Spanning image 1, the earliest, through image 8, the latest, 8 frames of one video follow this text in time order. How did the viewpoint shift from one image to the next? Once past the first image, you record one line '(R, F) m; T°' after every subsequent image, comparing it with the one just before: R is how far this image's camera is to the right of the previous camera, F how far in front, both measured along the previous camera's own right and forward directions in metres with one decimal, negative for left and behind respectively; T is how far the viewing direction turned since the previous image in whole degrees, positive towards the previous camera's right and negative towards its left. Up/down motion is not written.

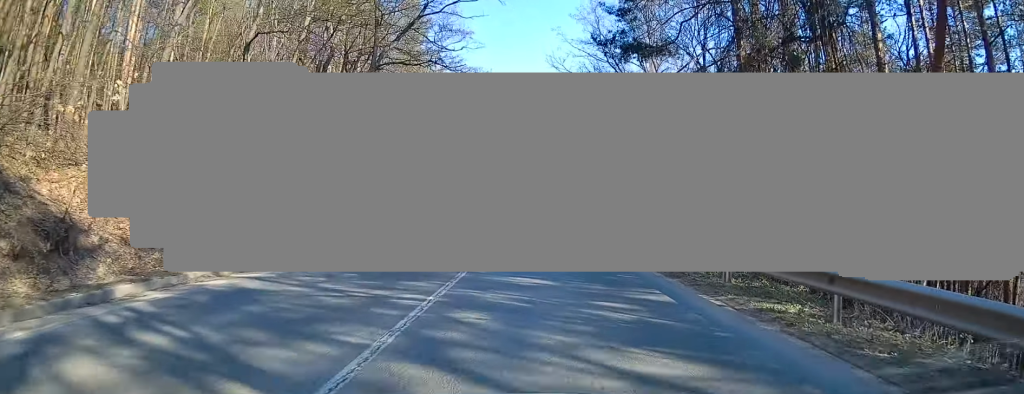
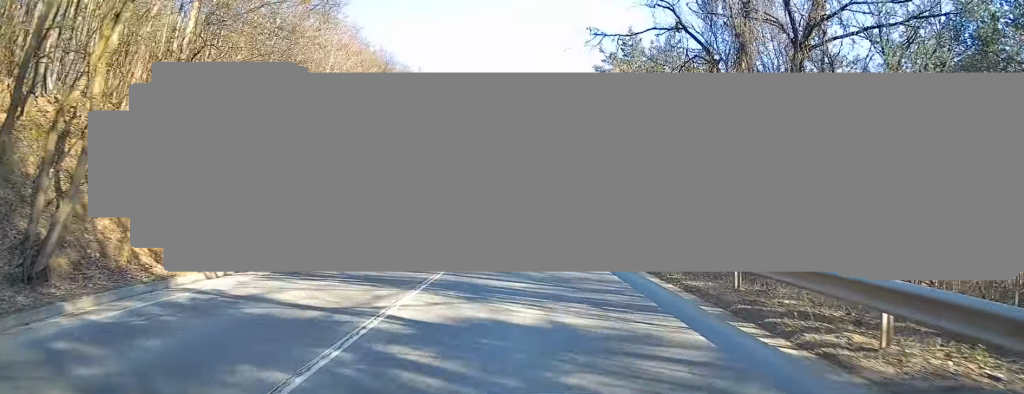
(-0.2, +29.8) m; -1°
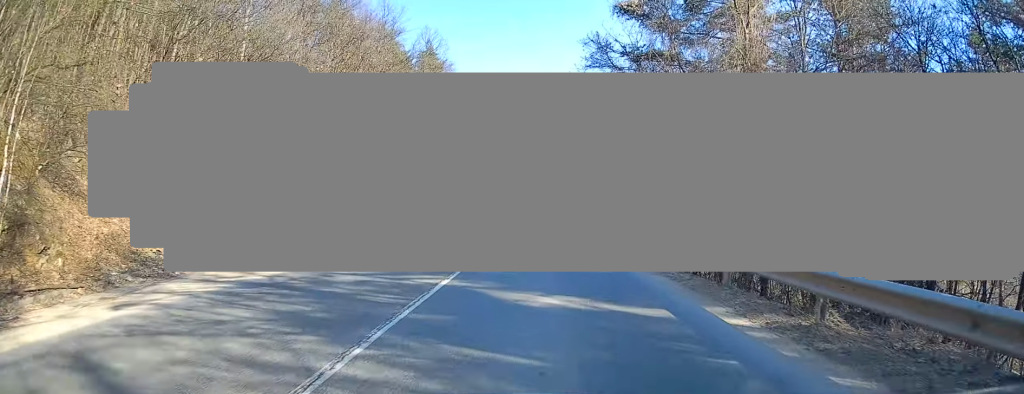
(+0.1, +21.2) m; 0°
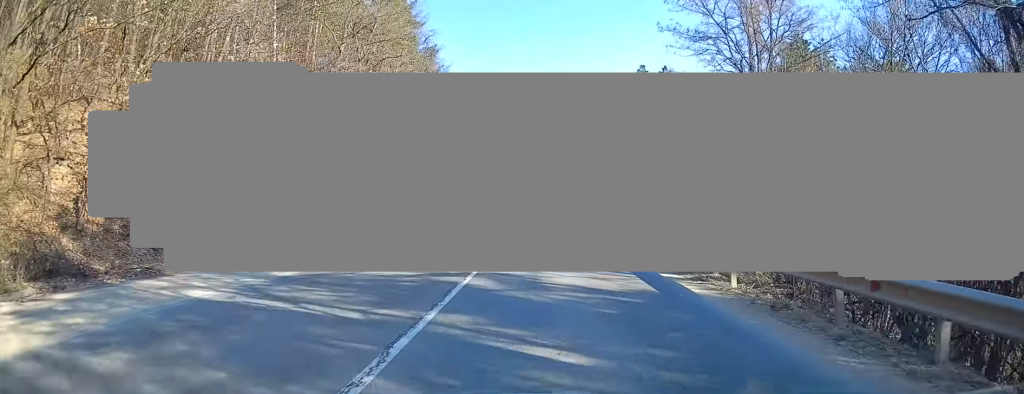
(-0.2, +20.6) m; 0°
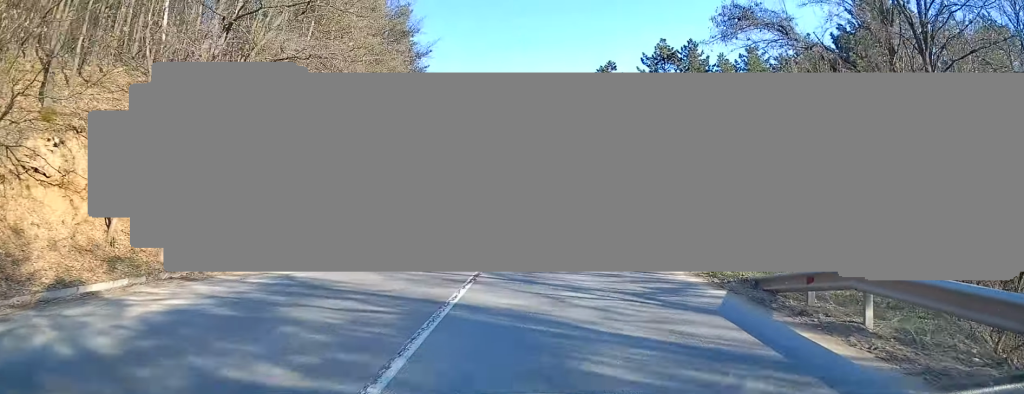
(+0.2, +11.7) m; +1°
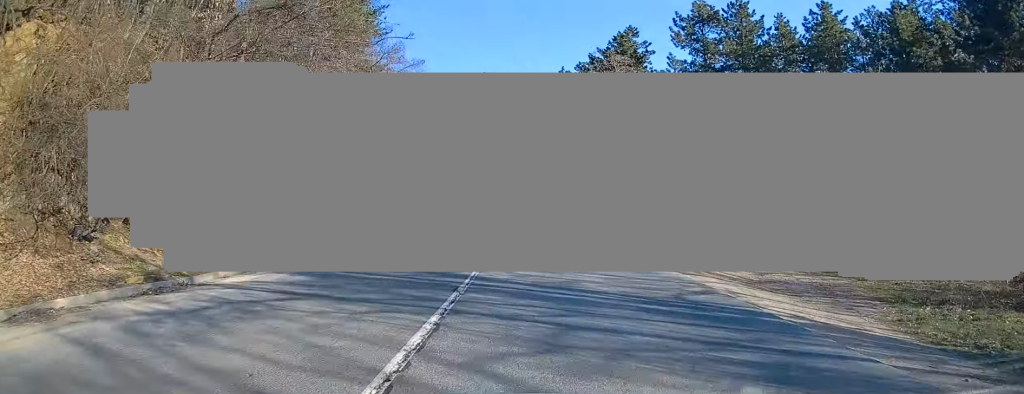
(0.0, +13.3) m; +1°
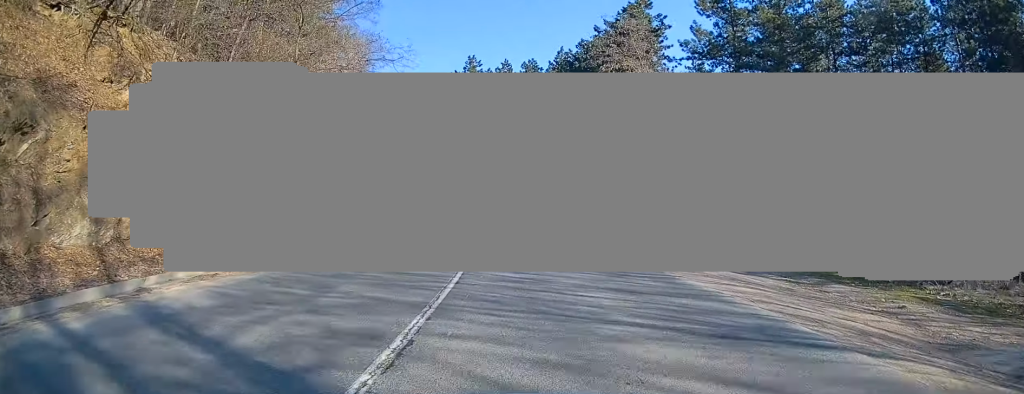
(0.0, +7.4) m; 0°
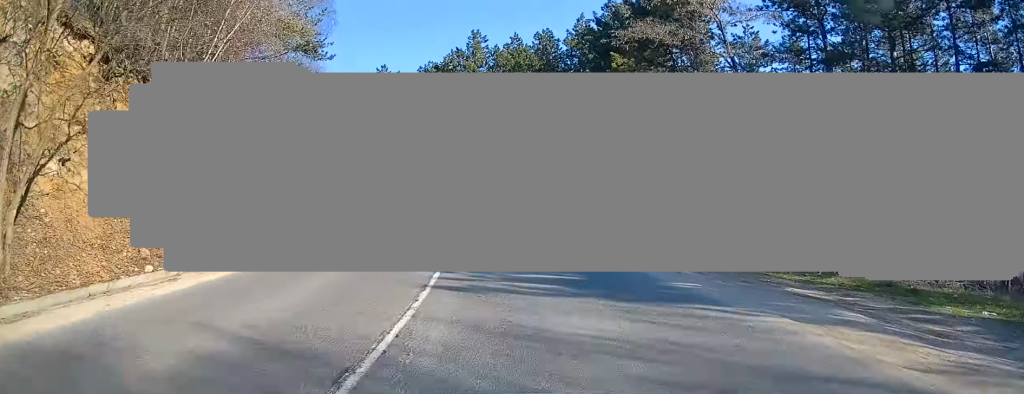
(+0.3, +9.9) m; -1°
